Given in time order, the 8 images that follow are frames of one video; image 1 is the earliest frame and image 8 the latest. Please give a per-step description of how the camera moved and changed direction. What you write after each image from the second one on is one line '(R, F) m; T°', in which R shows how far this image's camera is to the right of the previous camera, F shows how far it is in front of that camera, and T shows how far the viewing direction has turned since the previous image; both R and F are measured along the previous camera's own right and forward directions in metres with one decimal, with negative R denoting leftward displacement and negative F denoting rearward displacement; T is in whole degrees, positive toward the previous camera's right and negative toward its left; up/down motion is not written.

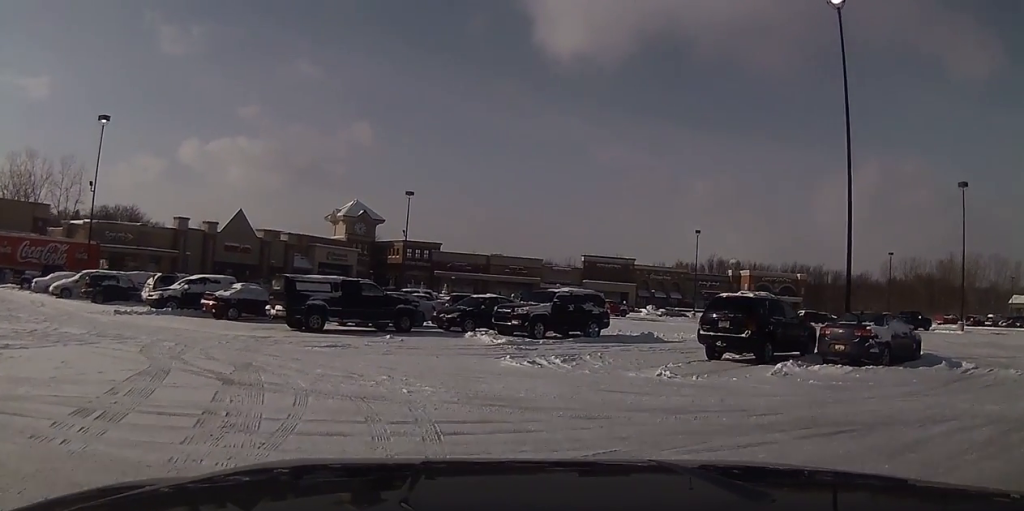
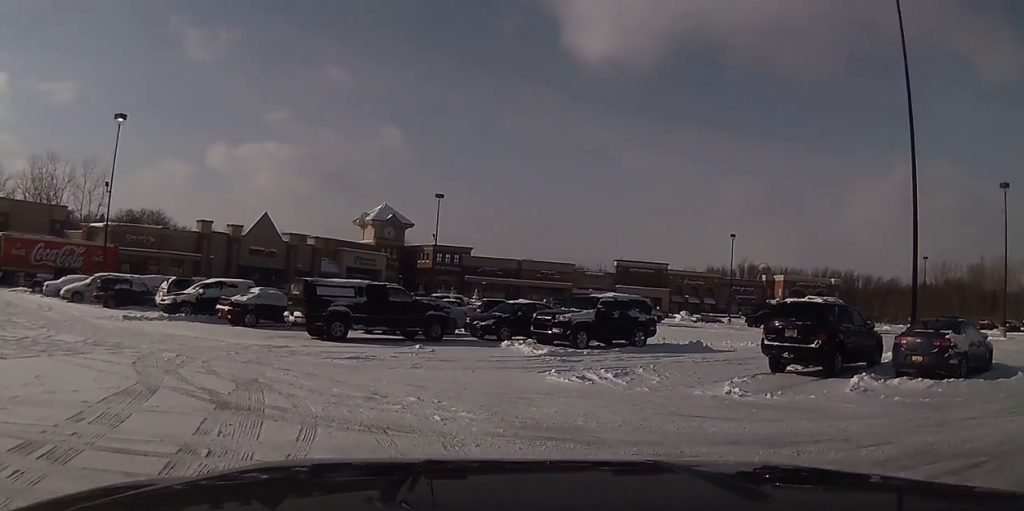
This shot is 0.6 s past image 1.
(+0.1, +2.2) m; +1°
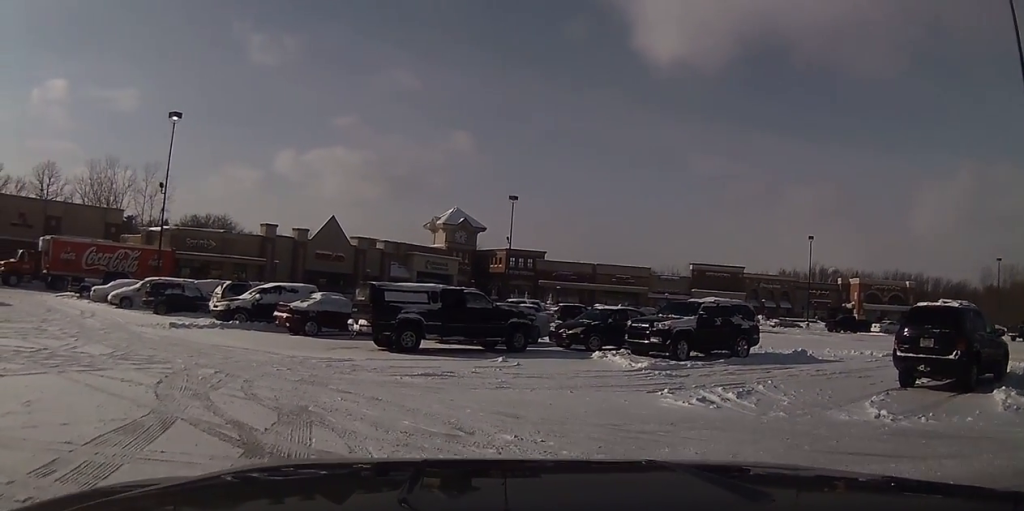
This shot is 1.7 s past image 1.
(0.0, +2.9) m; -6°
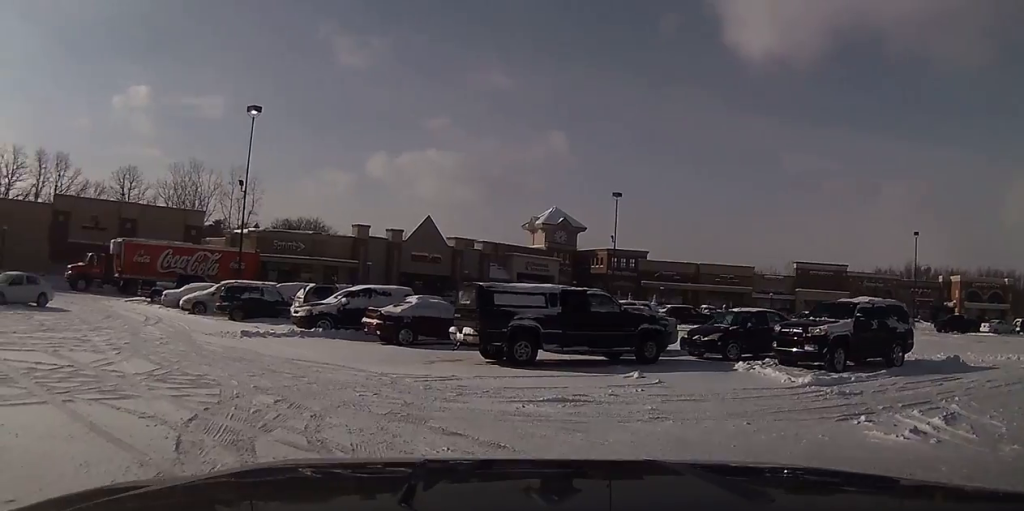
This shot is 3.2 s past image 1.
(-0.4, +3.4) m; -10°
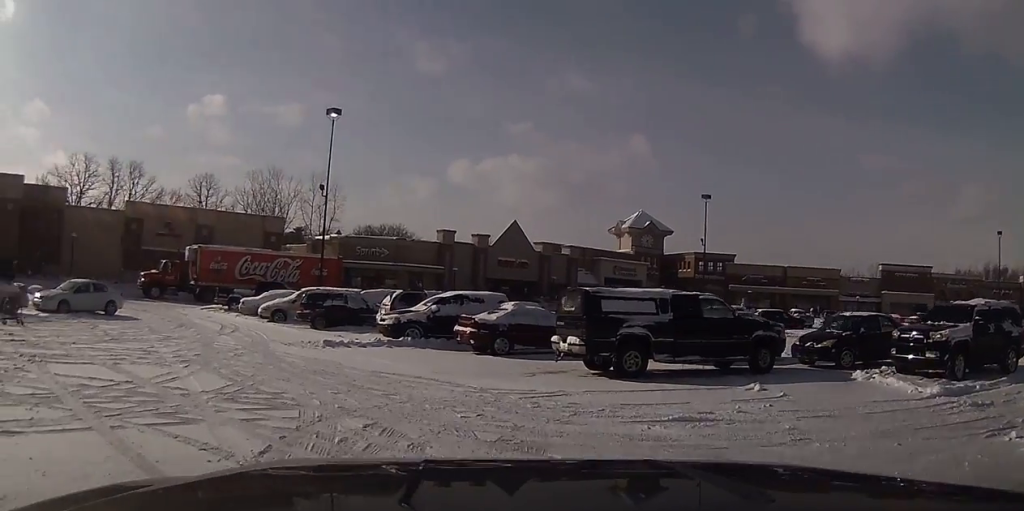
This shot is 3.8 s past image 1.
(0.0, +1.3) m; -14°
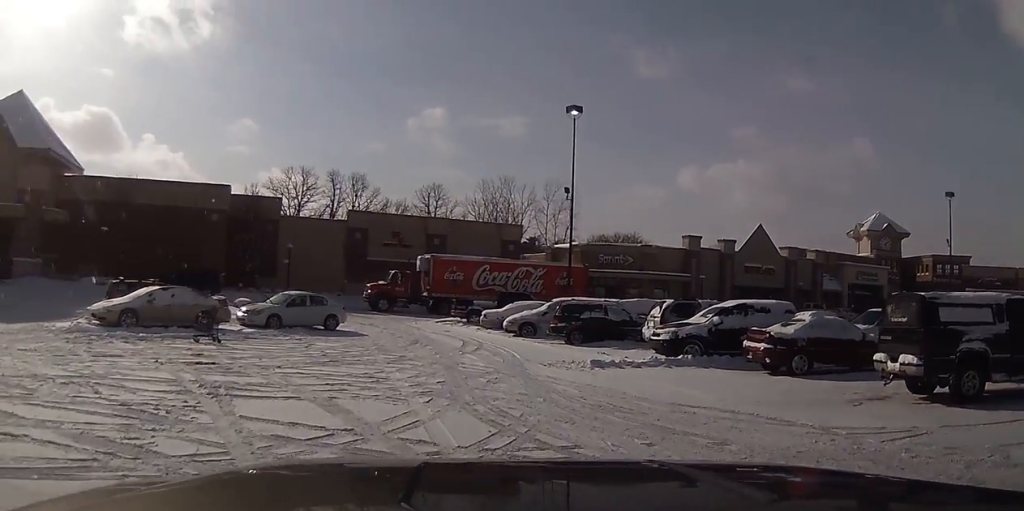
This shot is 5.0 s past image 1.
(-0.7, +2.6) m; -23°
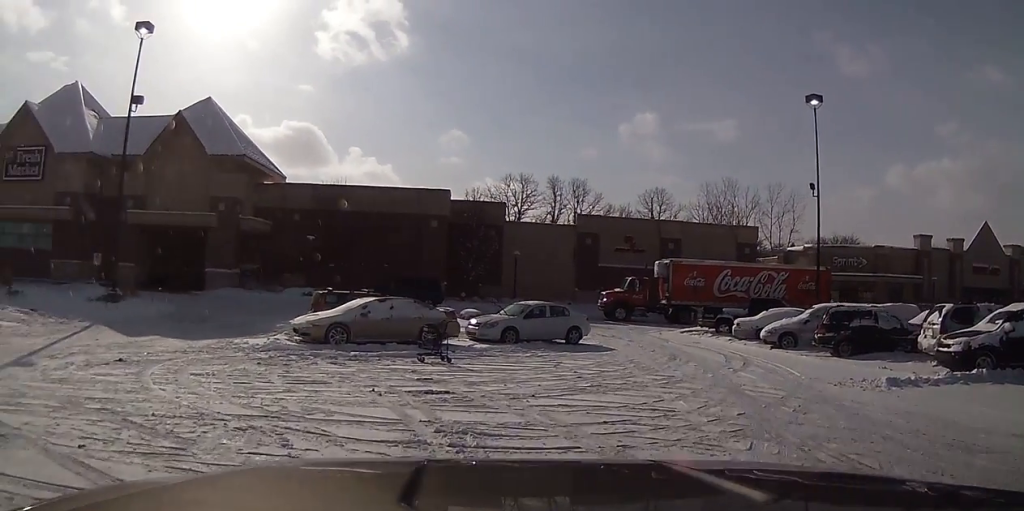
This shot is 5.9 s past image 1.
(-0.2, +2.7) m; -18°
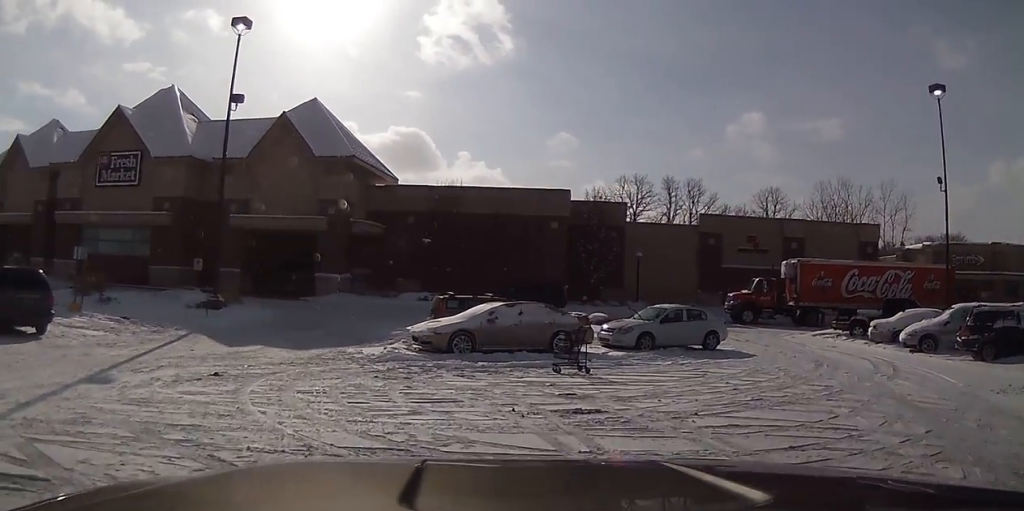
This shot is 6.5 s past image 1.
(-0.1, +1.6) m; -12°
